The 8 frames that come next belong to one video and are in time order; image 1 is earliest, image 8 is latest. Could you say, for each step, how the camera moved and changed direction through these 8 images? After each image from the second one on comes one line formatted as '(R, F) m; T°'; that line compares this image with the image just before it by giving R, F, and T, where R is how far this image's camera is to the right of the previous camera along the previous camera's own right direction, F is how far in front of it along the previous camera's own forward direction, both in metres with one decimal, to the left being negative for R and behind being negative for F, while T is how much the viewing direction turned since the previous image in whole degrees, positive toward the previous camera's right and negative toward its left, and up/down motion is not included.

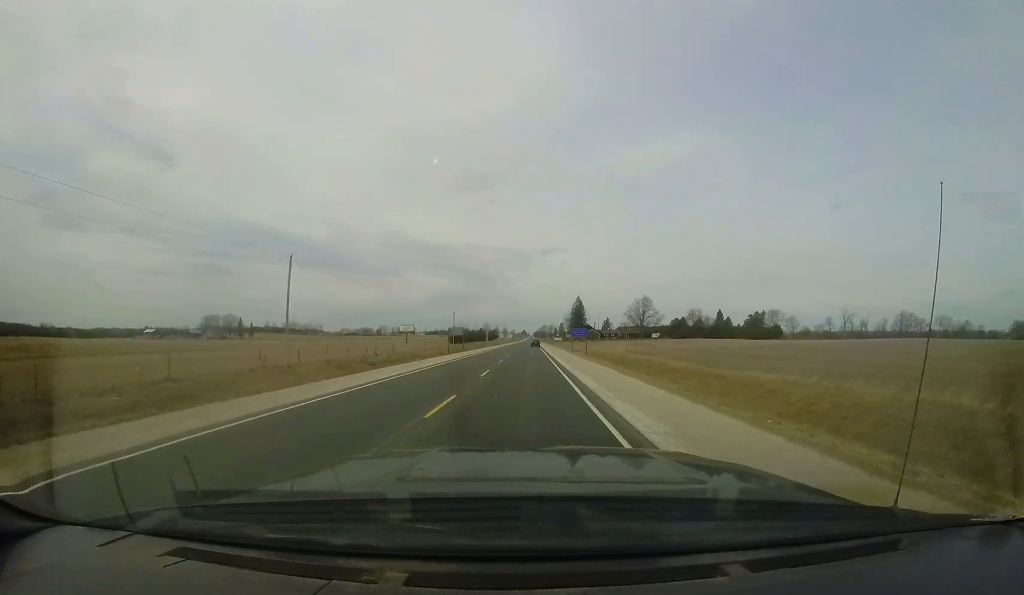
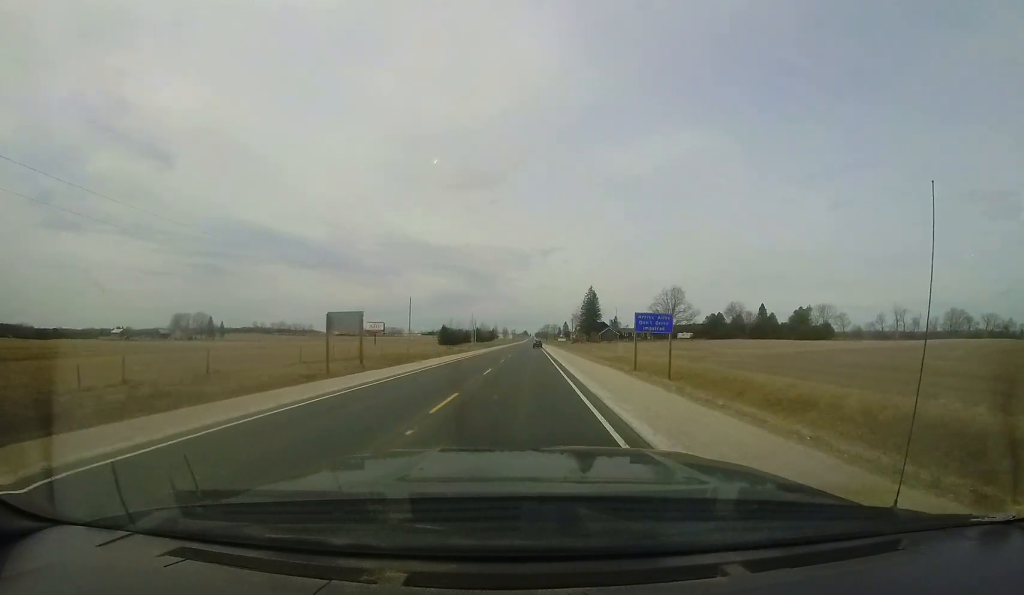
(+0.5, +35.2) m; 0°
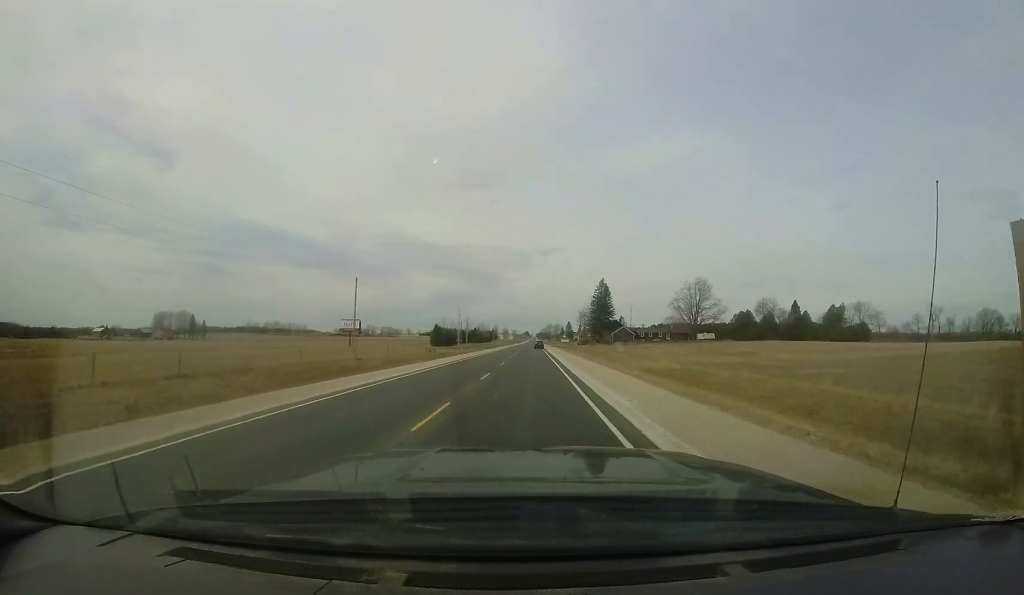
(-0.5, +19.6) m; -1°
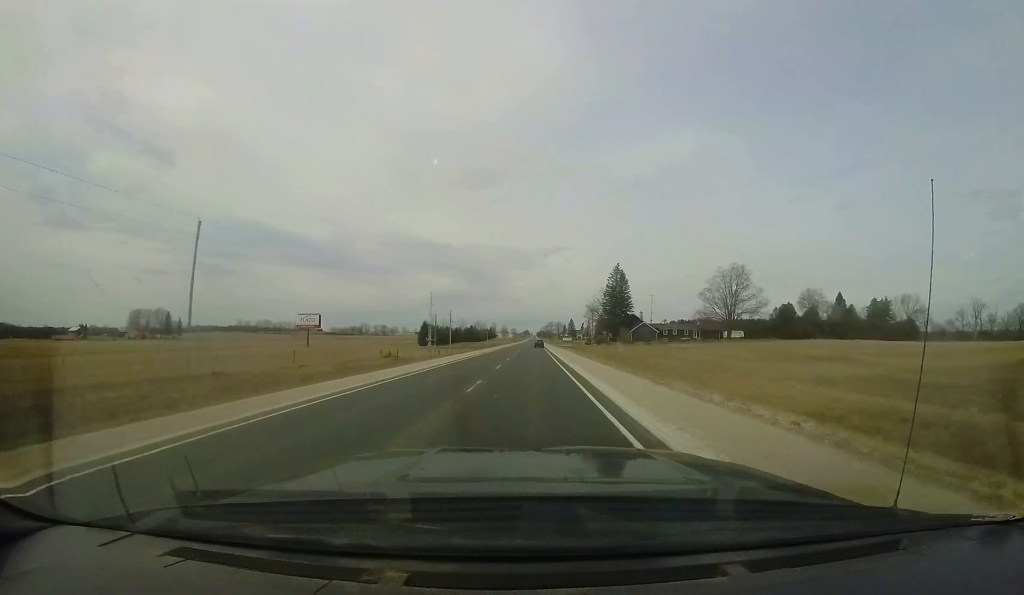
(+0.2, +22.0) m; 0°
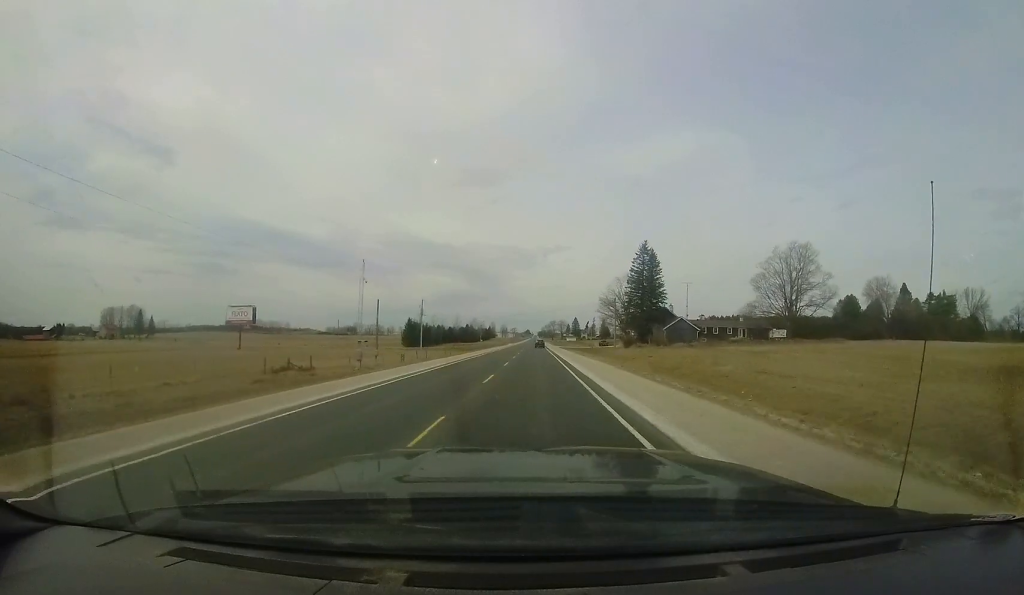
(-0.2, +23.8) m; -1°
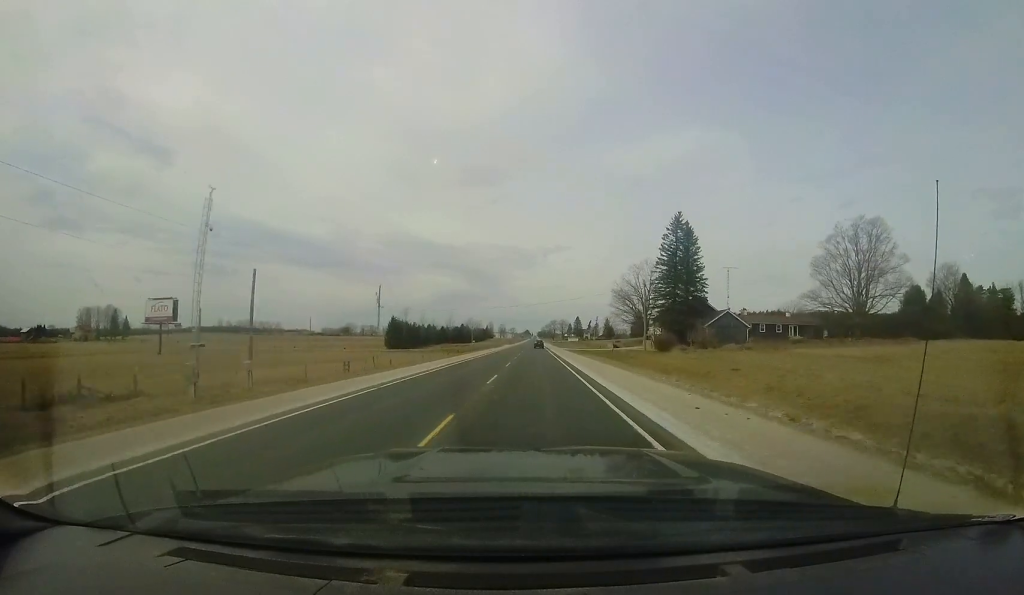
(0.0, +18.1) m; 0°
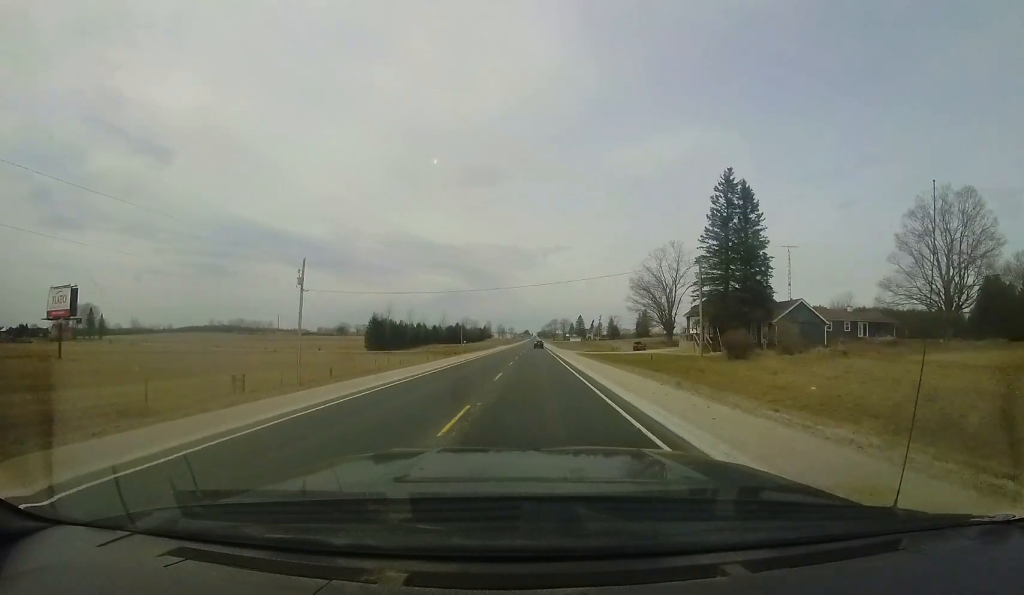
(0.0, +16.5) m; 0°
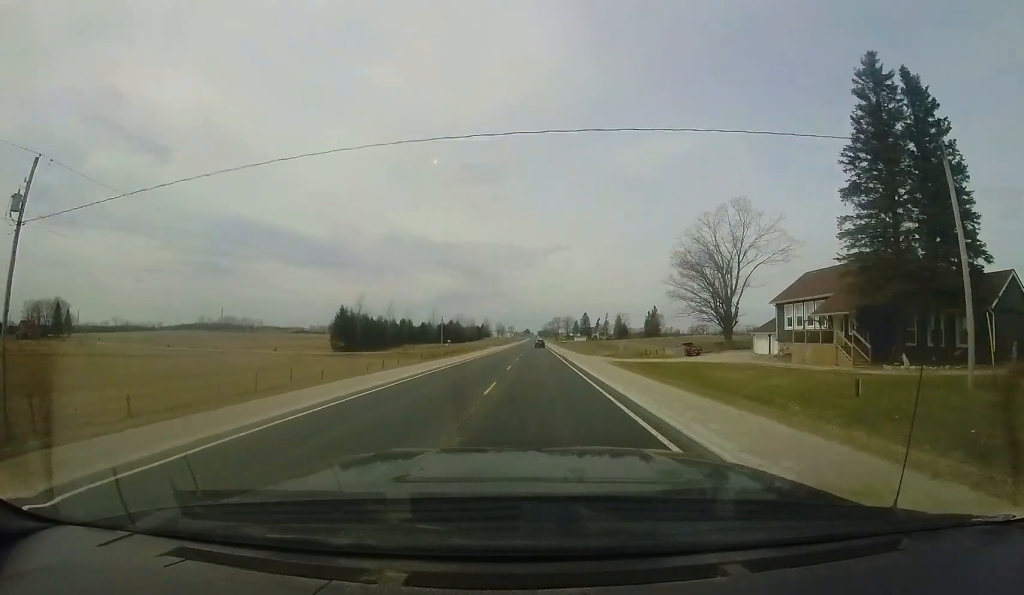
(0.0, +22.2) m; 0°
